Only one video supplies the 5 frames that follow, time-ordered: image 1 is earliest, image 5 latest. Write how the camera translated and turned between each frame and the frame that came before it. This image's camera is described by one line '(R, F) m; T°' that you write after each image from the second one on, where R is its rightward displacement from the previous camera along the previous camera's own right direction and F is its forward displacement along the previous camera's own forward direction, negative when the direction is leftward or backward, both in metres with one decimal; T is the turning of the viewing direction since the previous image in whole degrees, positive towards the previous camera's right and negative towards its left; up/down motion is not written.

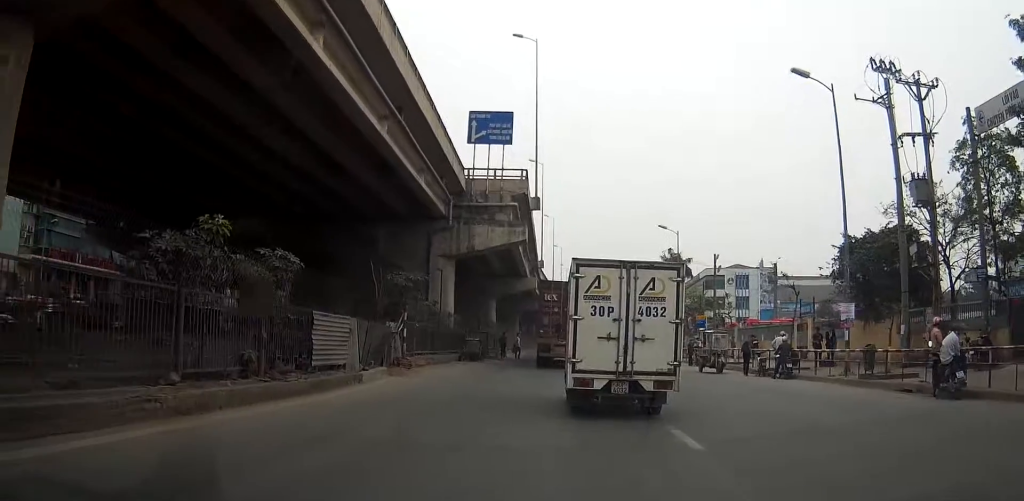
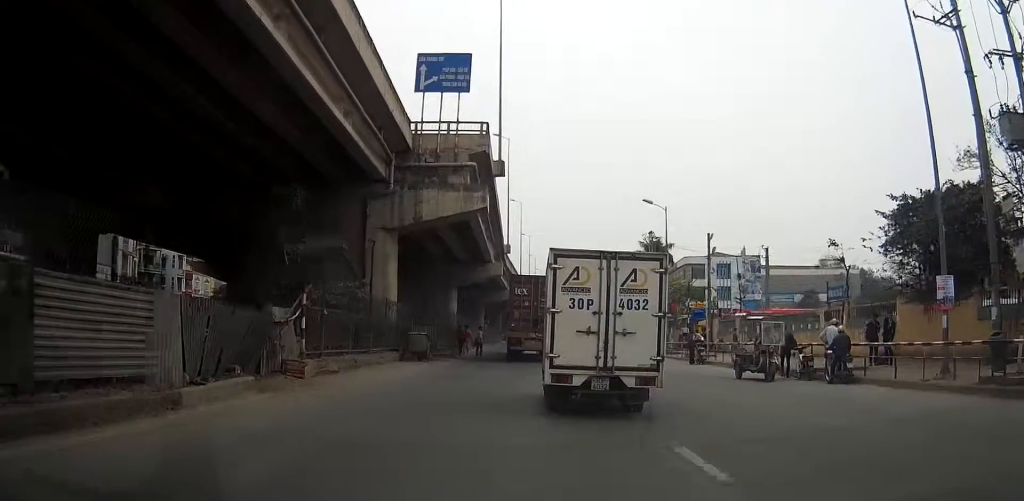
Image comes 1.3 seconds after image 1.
(+0.8, +8.3) m; +6°
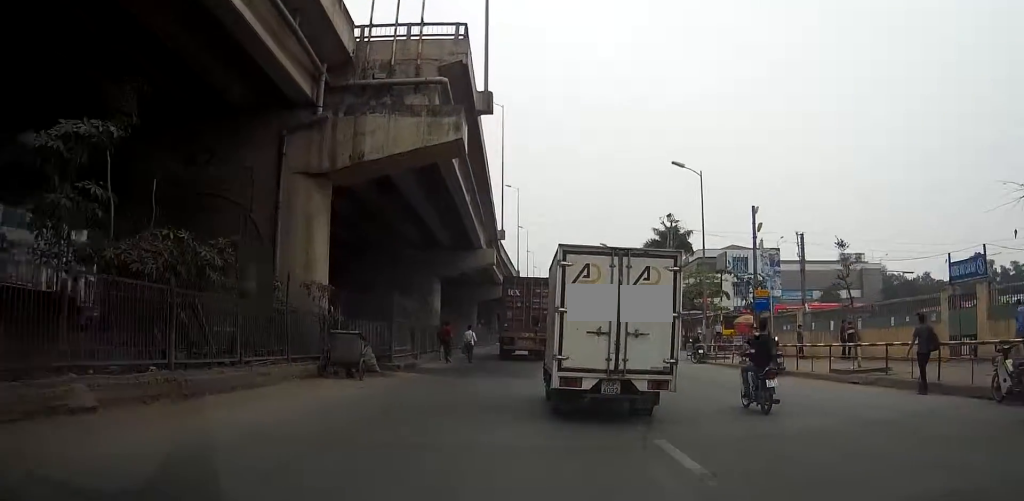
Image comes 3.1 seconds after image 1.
(0.0, +11.3) m; -1°
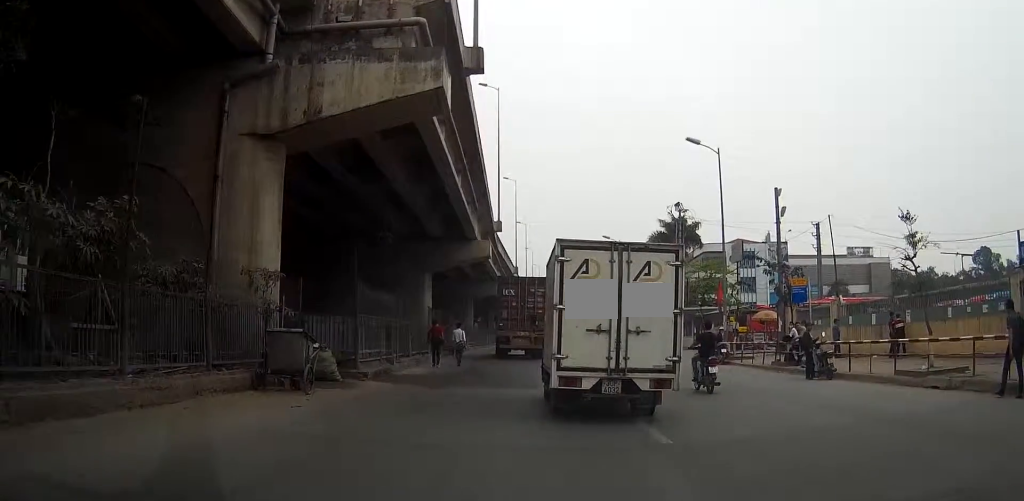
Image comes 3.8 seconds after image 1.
(-0.2, +4.4) m; 0°
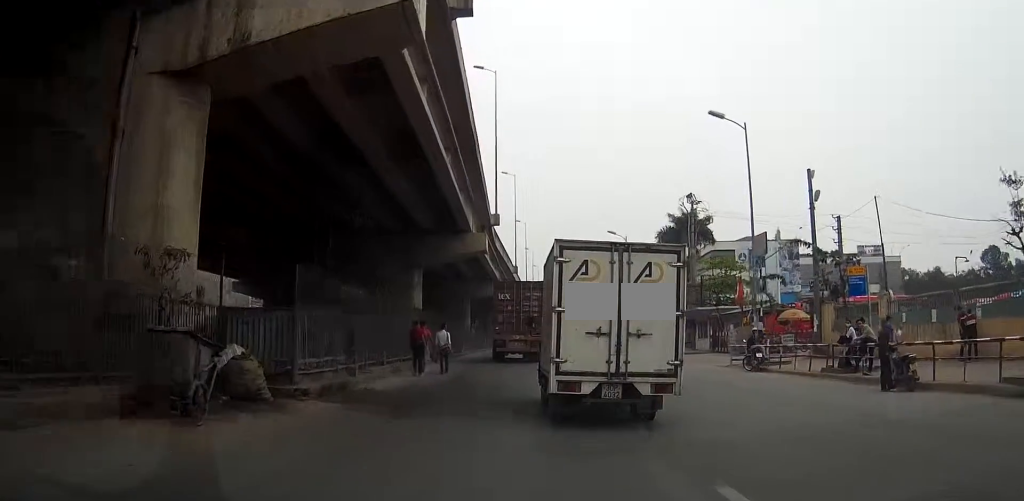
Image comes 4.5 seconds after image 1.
(-0.1, +4.9) m; +1°
